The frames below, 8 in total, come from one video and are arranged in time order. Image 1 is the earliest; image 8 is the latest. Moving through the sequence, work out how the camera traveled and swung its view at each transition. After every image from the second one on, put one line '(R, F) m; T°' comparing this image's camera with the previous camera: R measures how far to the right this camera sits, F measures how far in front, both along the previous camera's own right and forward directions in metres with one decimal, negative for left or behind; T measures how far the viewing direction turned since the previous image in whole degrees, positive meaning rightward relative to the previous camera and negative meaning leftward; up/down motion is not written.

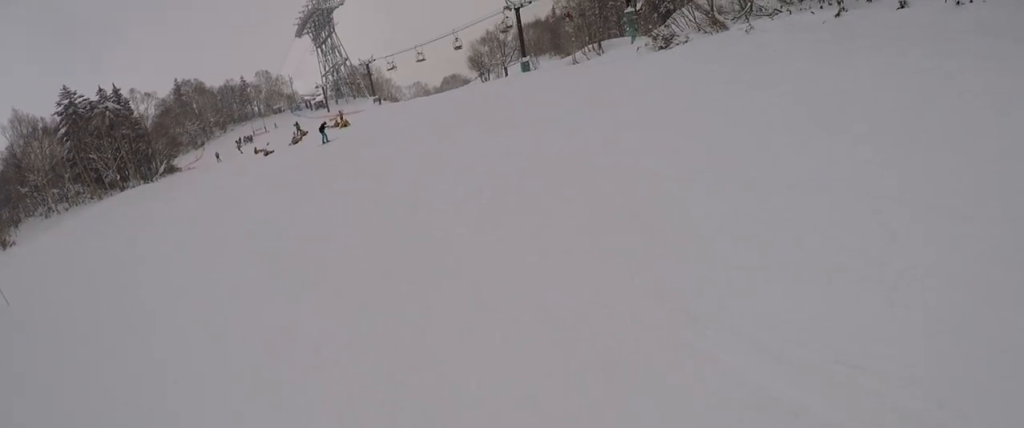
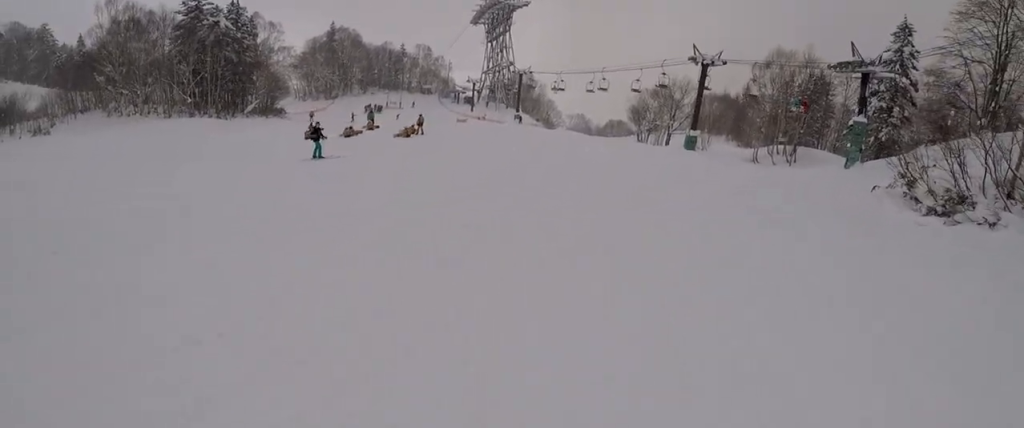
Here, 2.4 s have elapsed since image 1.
(+5.1, +17.5) m; +7°
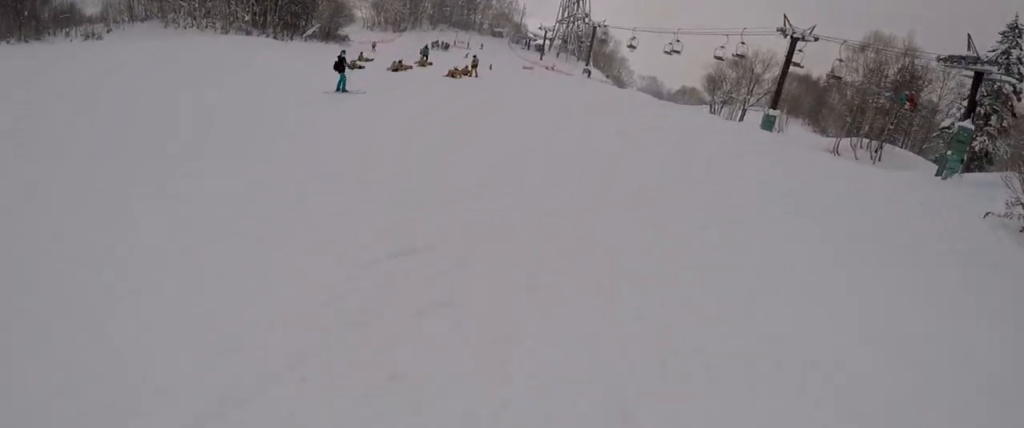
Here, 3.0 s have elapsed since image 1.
(-1.0, +3.8) m; -13°
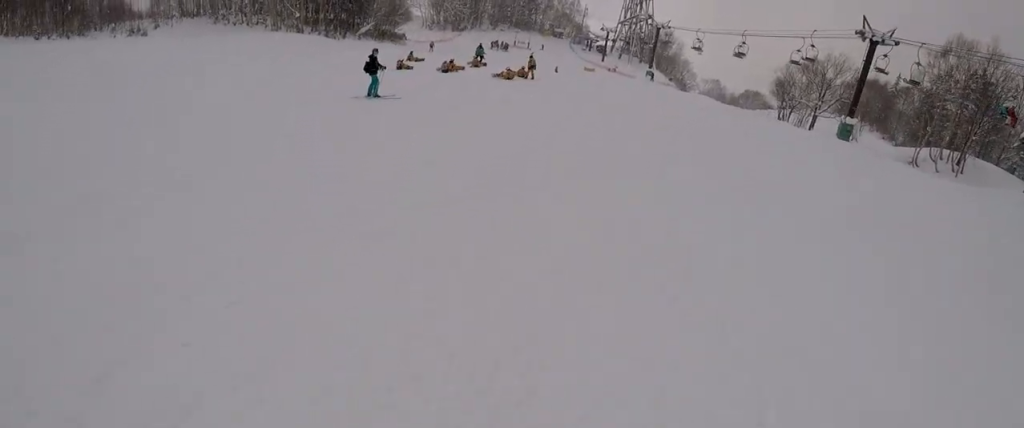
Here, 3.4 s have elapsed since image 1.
(-0.1, +3.6) m; -12°
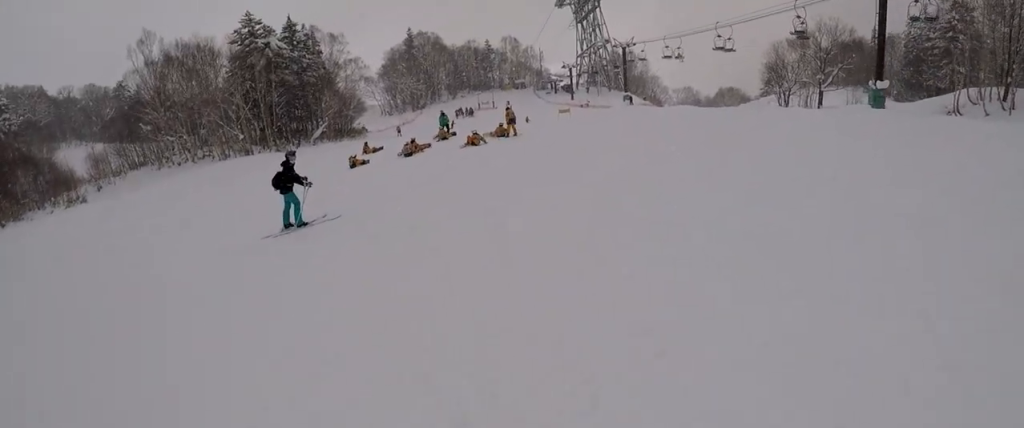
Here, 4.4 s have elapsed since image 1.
(-1.4, +7.6) m; -3°
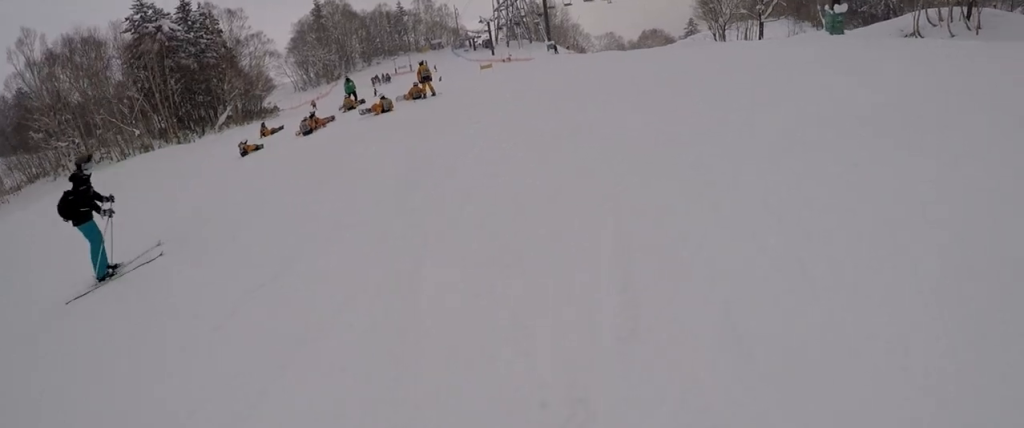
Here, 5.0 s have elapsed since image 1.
(+0.5, +4.4) m; +10°
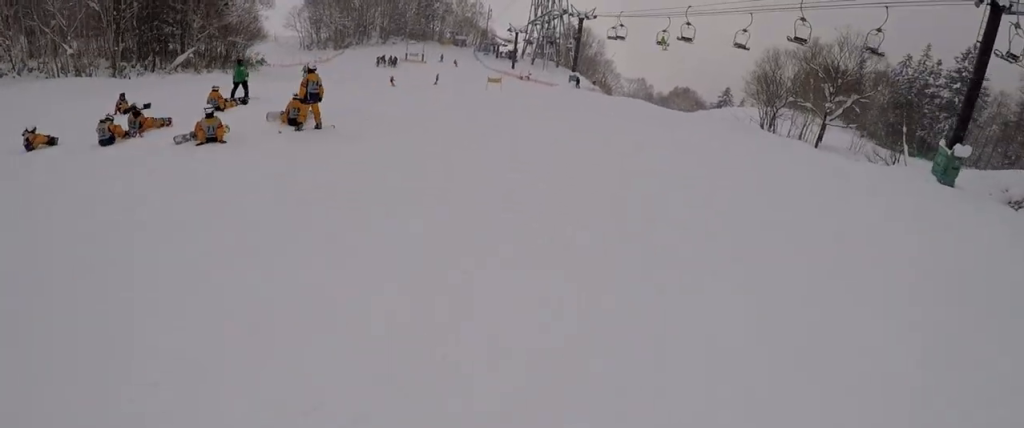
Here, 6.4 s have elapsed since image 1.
(+2.7, +11.4) m; +13°
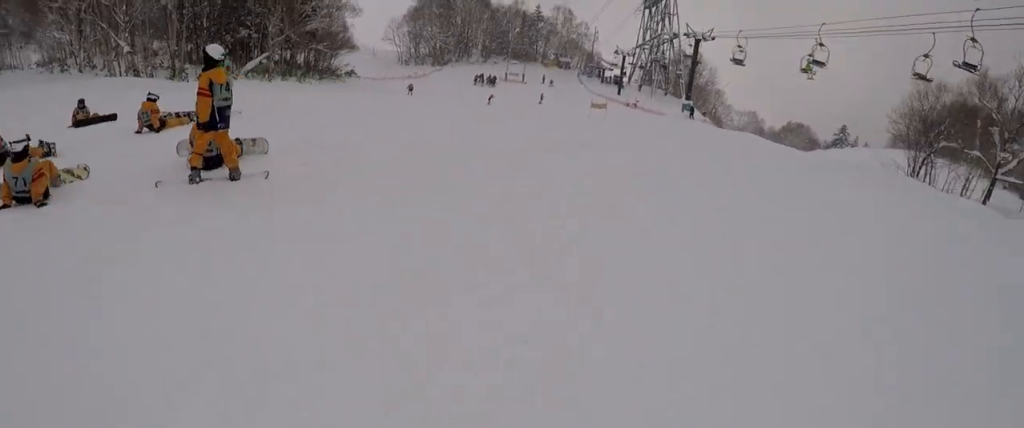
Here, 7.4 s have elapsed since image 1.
(-1.0, +8.0) m; -20°
